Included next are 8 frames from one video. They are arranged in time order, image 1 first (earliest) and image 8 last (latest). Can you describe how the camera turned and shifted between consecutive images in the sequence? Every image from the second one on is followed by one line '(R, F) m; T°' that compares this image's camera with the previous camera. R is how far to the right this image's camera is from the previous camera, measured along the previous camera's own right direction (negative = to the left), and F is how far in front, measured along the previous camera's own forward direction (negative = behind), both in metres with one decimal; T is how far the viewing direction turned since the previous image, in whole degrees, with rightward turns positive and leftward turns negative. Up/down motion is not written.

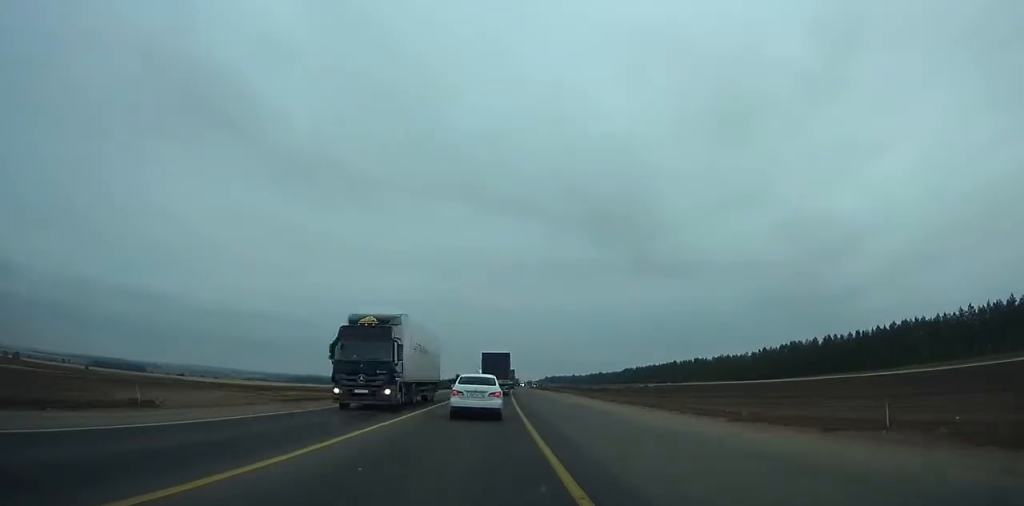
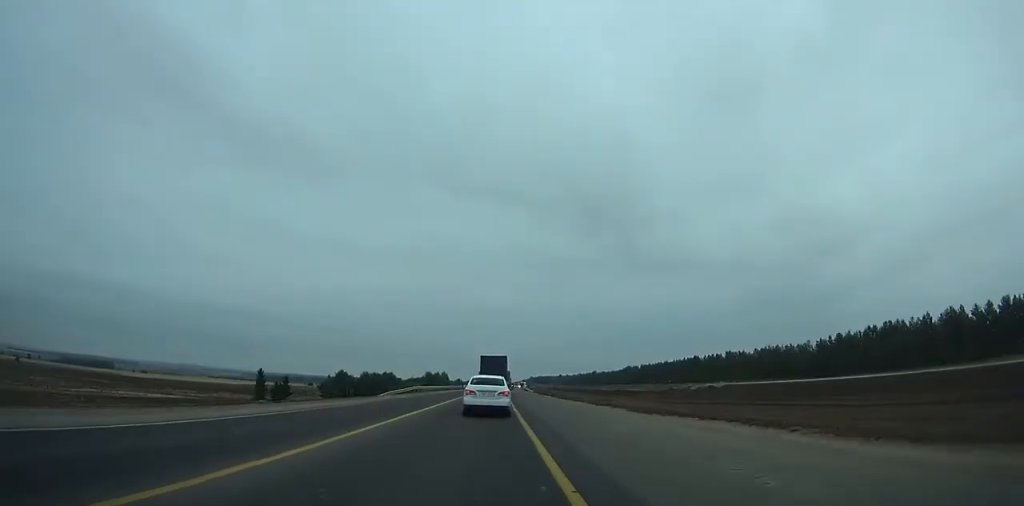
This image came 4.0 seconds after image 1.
(+0.4, +74.4) m; +1°
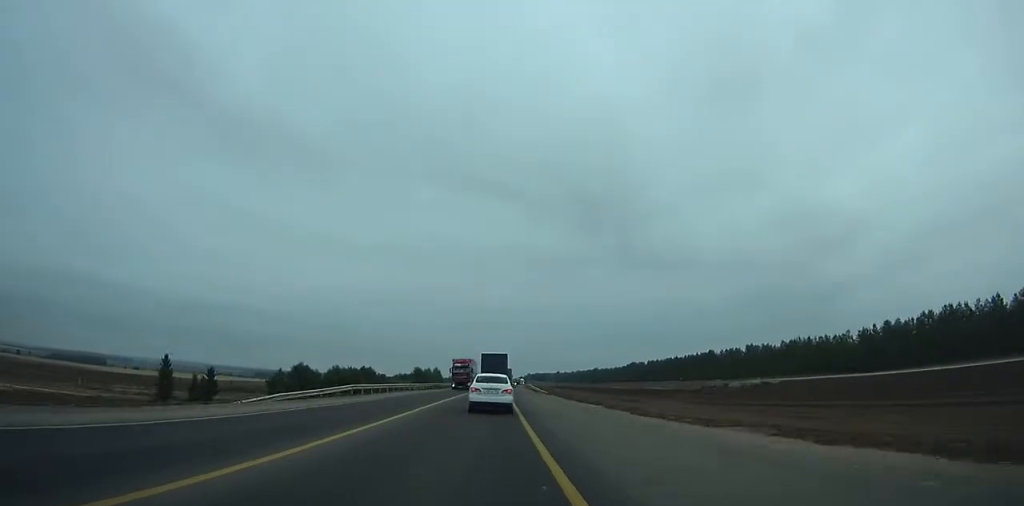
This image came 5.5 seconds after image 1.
(+0.2, +28.3) m; 0°
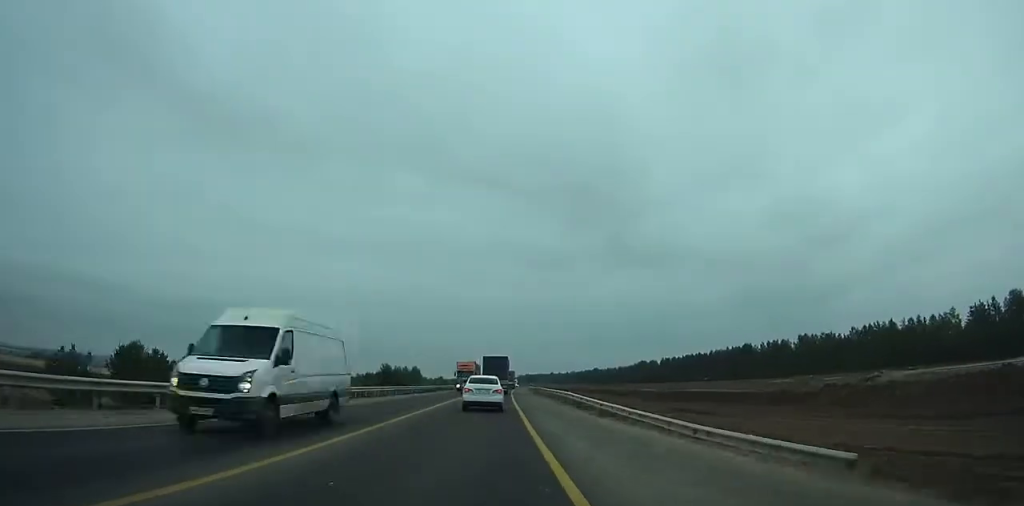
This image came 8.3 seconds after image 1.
(+0.4, +53.1) m; +1°
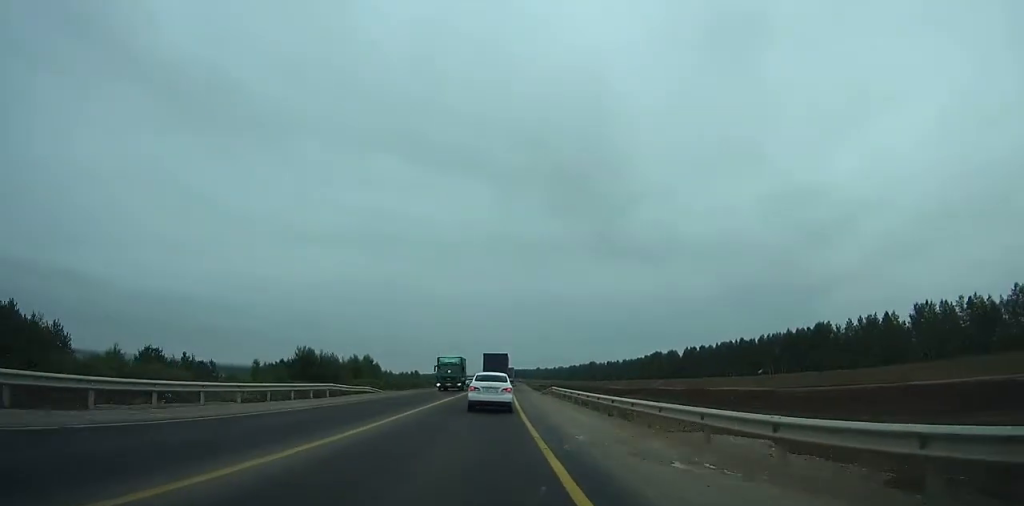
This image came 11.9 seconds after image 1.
(+0.9, +68.4) m; +2°
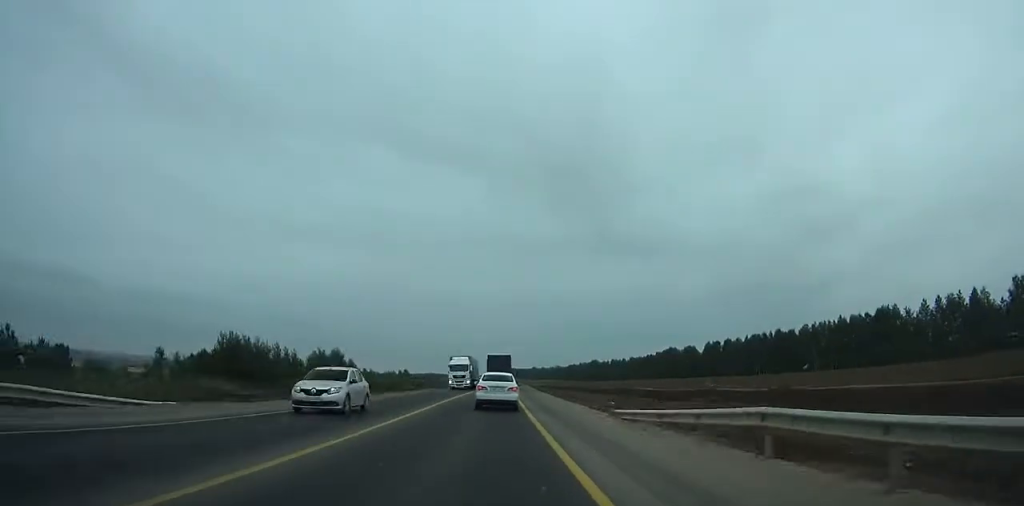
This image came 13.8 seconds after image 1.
(+0.3, +35.6) m; +1°
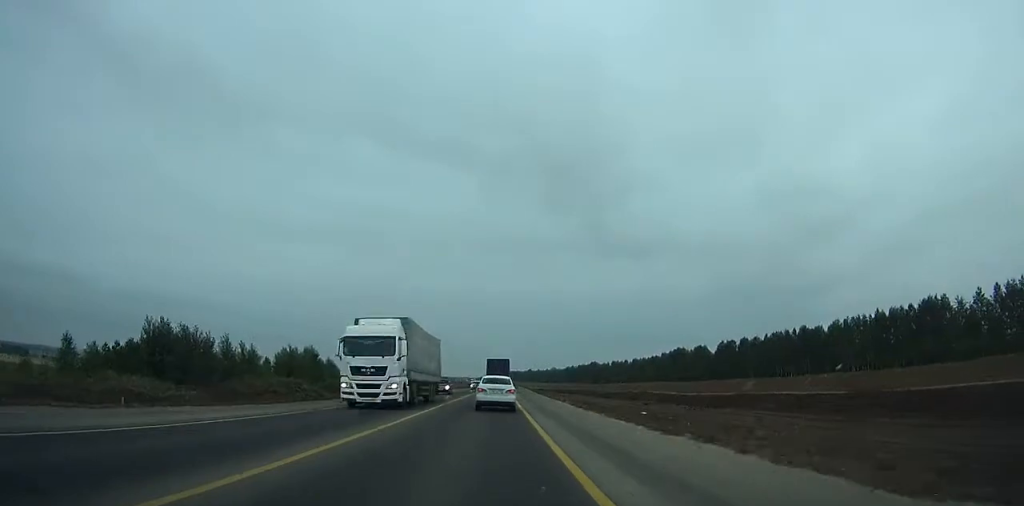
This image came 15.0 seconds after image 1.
(+0.1, +22.4) m; 0°
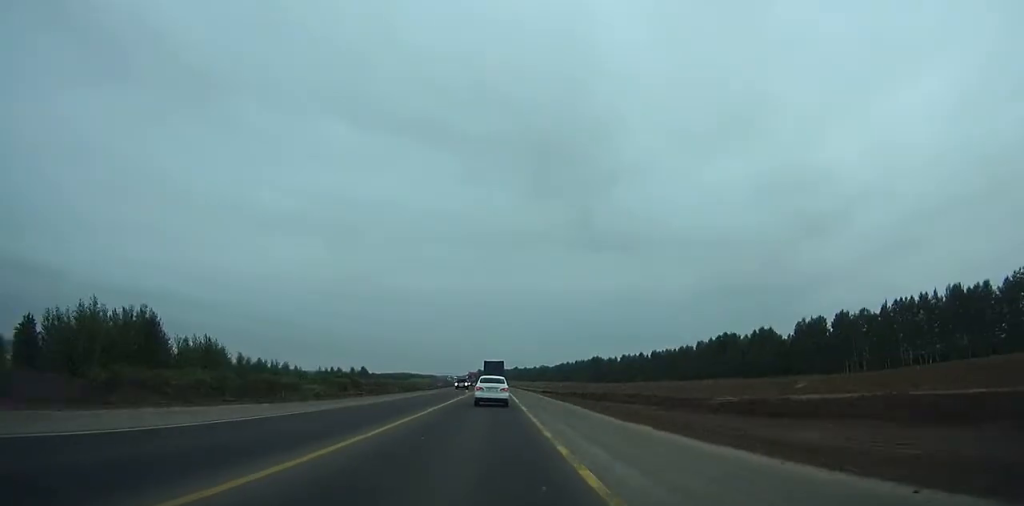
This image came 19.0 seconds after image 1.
(+1.0, +73.9) m; +2°
